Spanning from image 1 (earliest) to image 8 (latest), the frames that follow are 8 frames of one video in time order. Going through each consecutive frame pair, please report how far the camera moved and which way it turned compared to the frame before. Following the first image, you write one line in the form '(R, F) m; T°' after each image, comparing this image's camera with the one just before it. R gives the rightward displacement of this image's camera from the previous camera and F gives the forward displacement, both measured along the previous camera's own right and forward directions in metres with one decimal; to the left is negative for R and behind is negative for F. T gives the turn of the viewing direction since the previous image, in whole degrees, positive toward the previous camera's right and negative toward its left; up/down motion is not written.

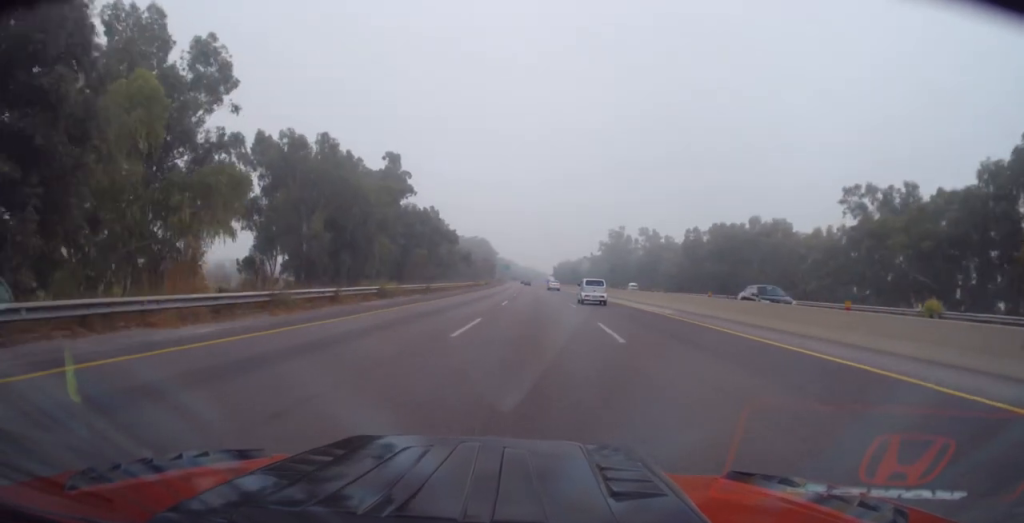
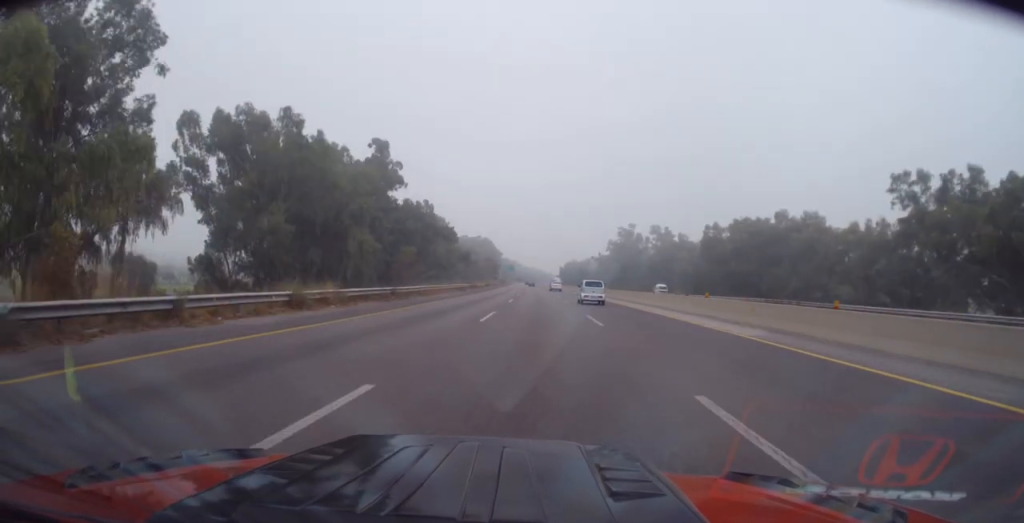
(+0.2, +12.2) m; 0°
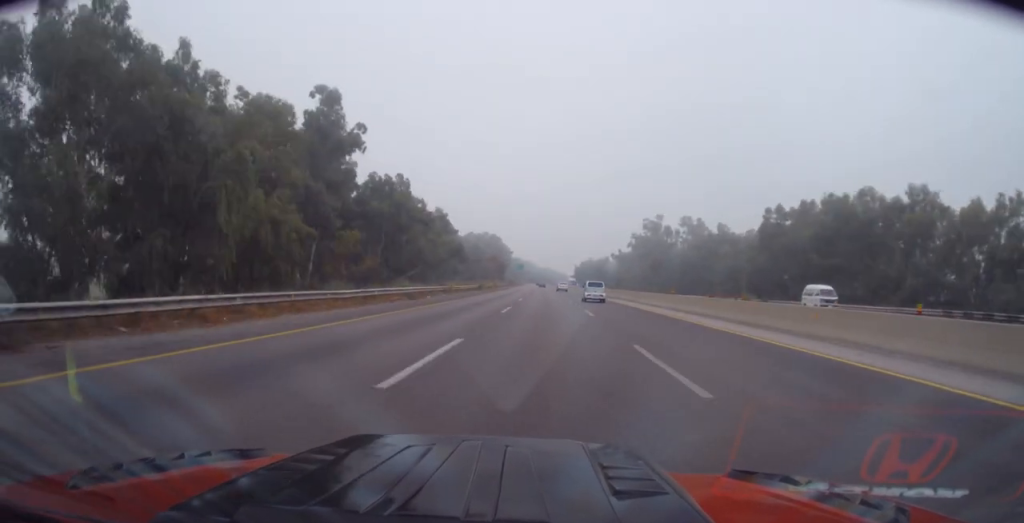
(+0.3, +29.7) m; 0°
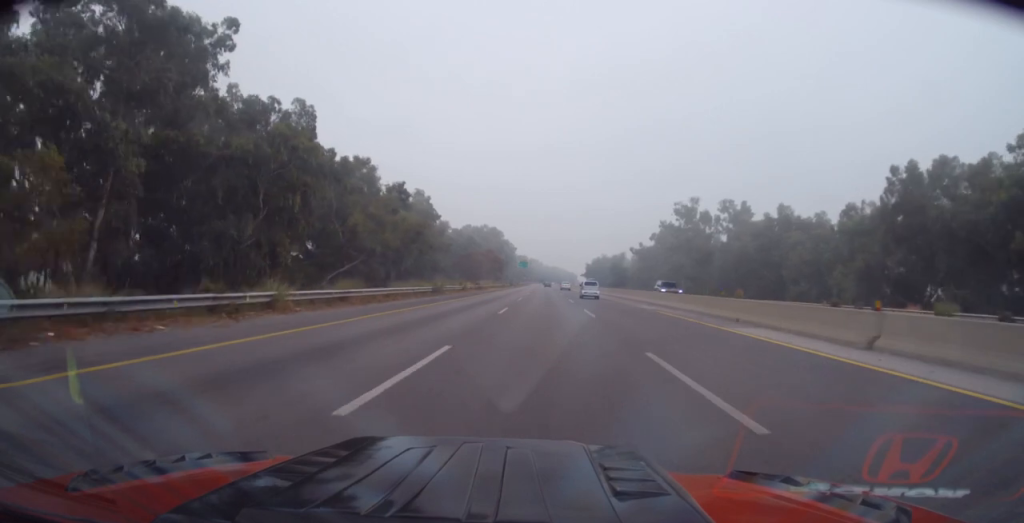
(-0.5, +37.6) m; -1°
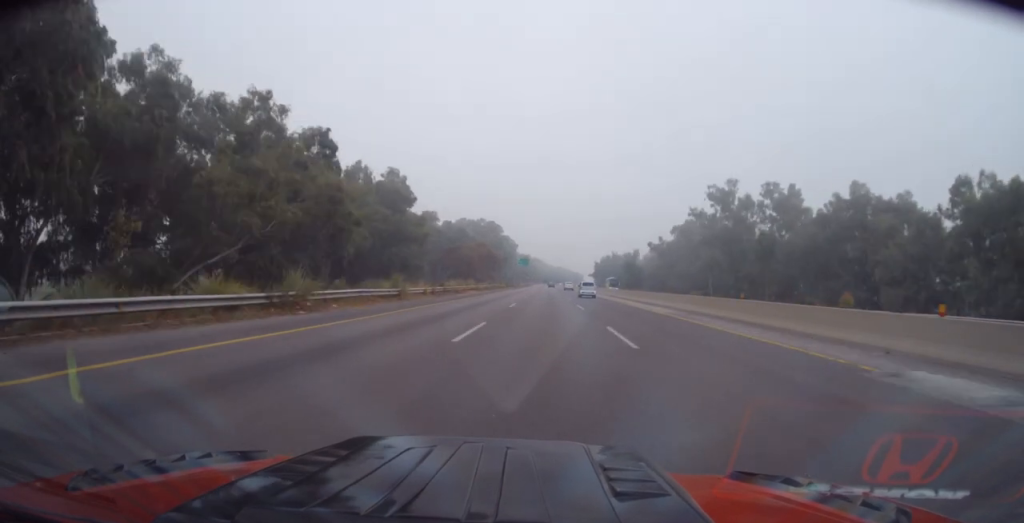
(-0.1, +28.8) m; -1°
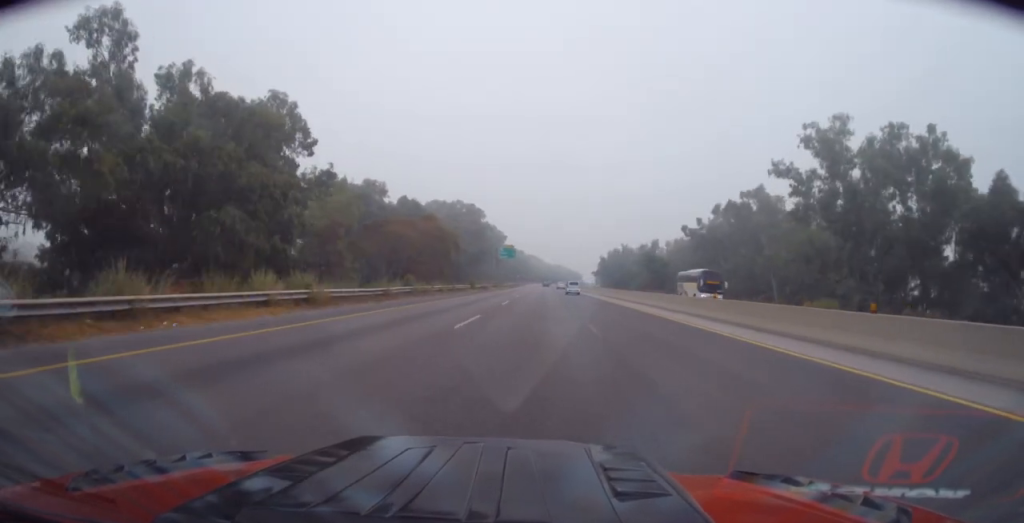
(+0.1, +50.9) m; +2°
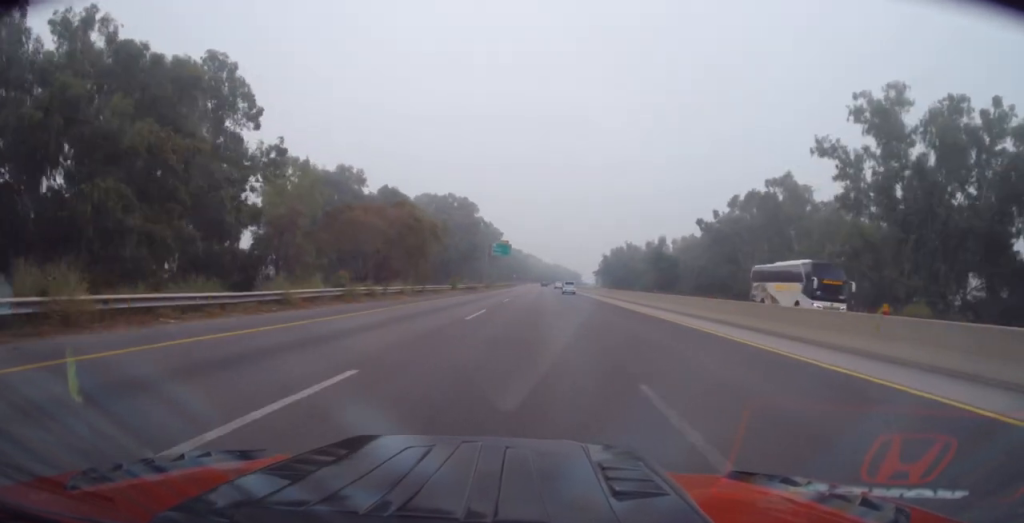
(+0.3, +13.9) m; -1°
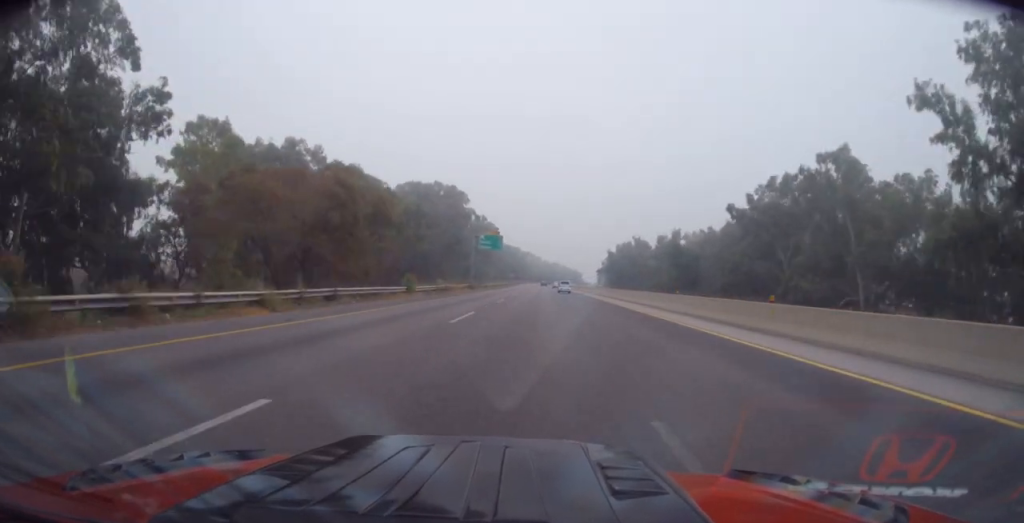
(0.0, +20.0) m; -1°
